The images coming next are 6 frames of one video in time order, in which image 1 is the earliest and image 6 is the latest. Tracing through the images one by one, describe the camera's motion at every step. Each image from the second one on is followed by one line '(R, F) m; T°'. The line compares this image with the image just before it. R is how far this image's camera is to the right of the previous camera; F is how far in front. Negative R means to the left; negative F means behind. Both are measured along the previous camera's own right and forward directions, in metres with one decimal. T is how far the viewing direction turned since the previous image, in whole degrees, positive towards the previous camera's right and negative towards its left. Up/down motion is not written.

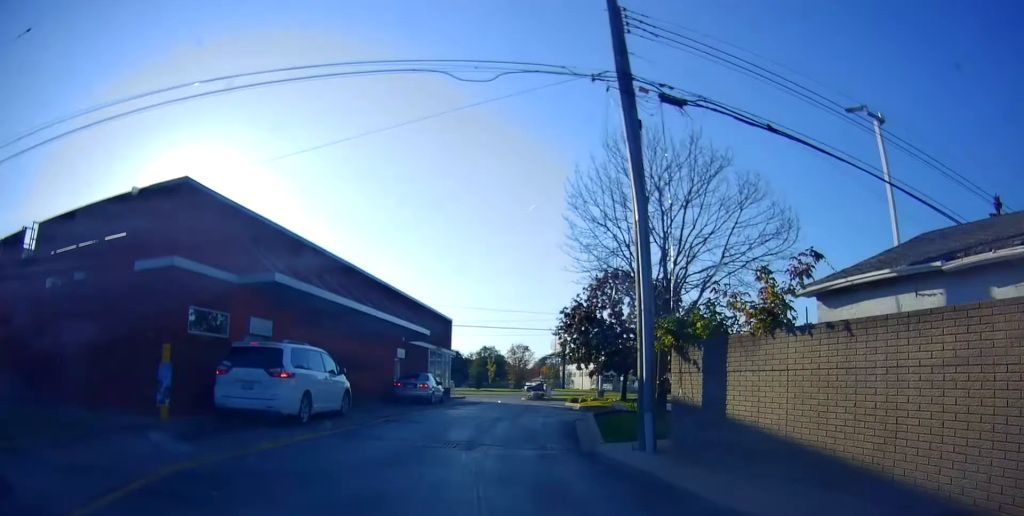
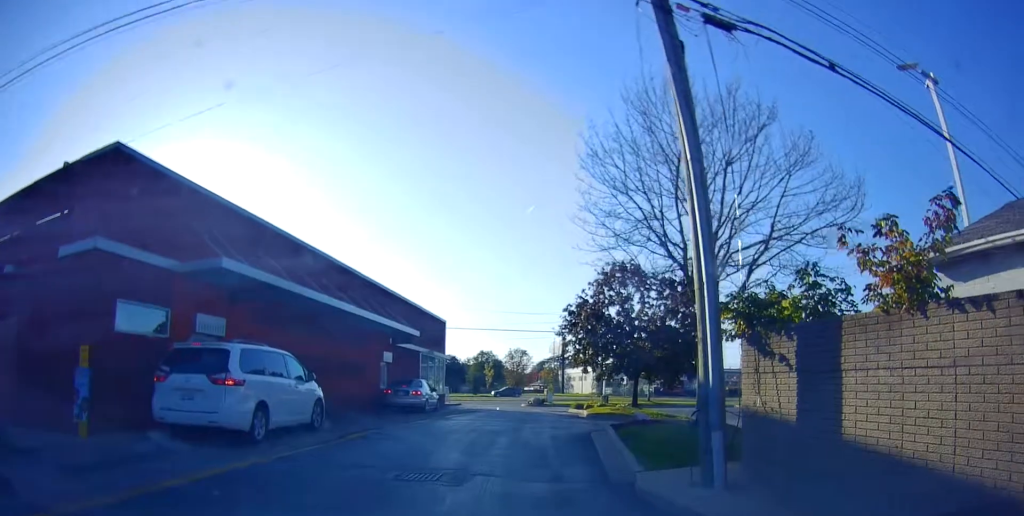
(0.0, +3.1) m; +2°
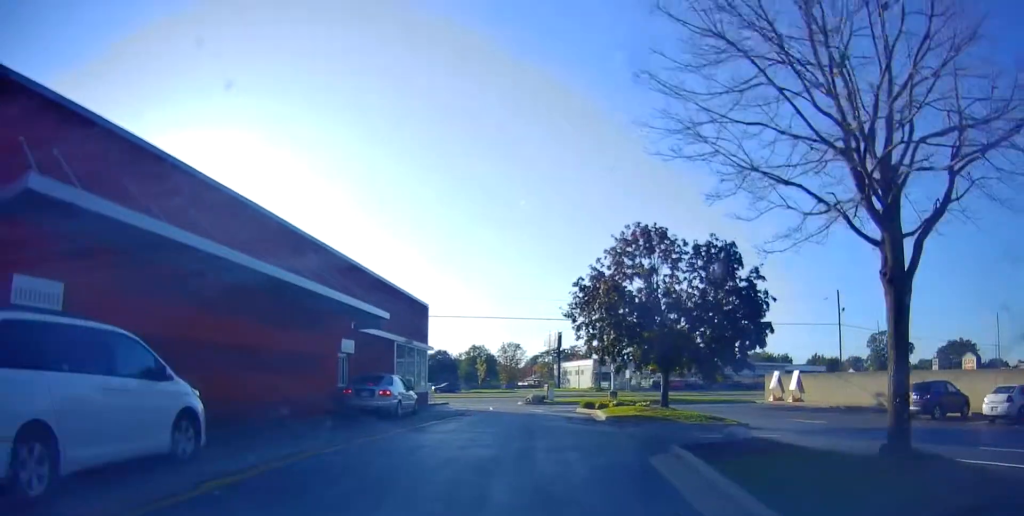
(+0.5, +6.0) m; +4°
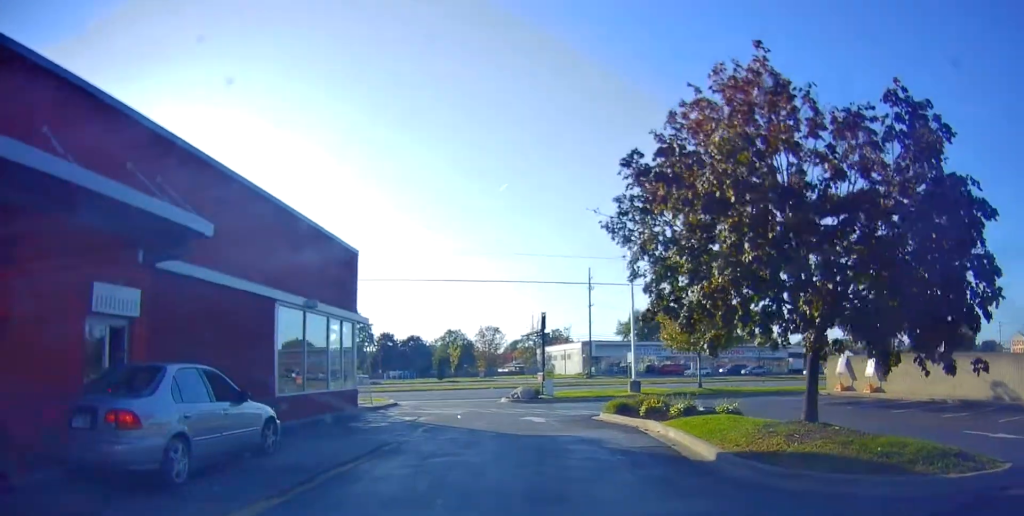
(-0.1, +12.2) m; -2°
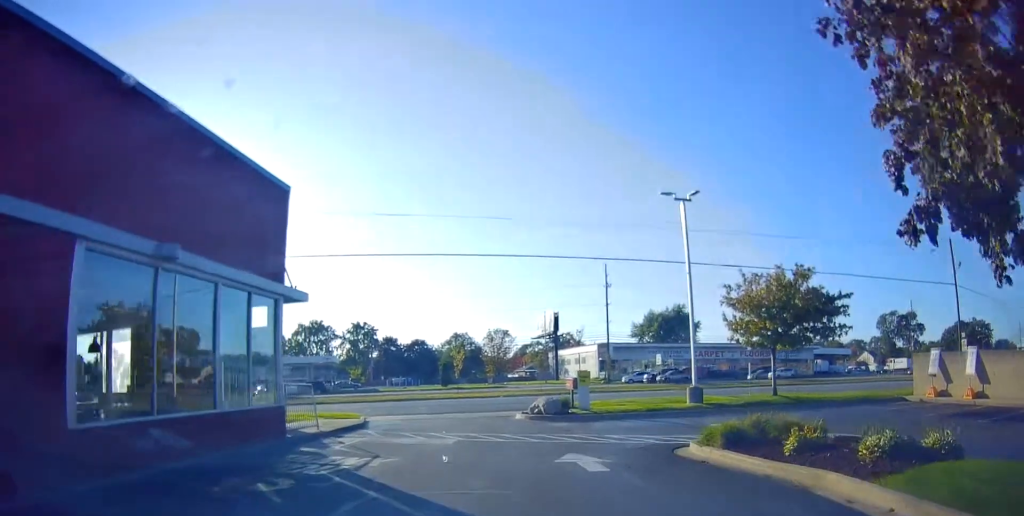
(-0.2, +8.1) m; 0°
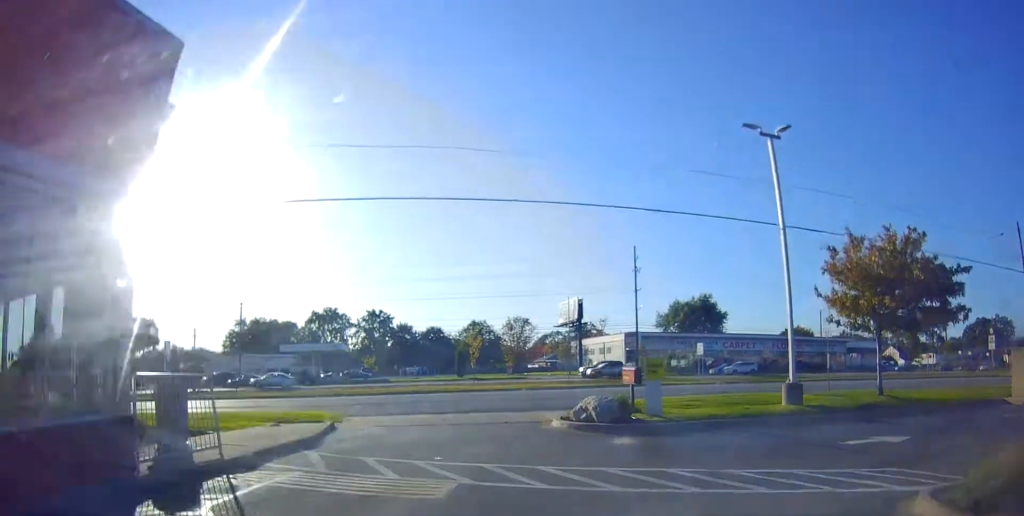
(+0.1, +6.4) m; +1°
